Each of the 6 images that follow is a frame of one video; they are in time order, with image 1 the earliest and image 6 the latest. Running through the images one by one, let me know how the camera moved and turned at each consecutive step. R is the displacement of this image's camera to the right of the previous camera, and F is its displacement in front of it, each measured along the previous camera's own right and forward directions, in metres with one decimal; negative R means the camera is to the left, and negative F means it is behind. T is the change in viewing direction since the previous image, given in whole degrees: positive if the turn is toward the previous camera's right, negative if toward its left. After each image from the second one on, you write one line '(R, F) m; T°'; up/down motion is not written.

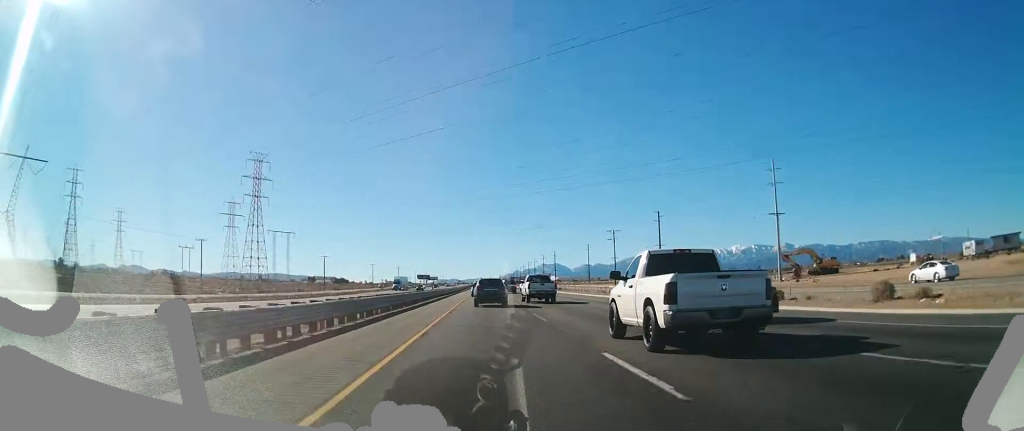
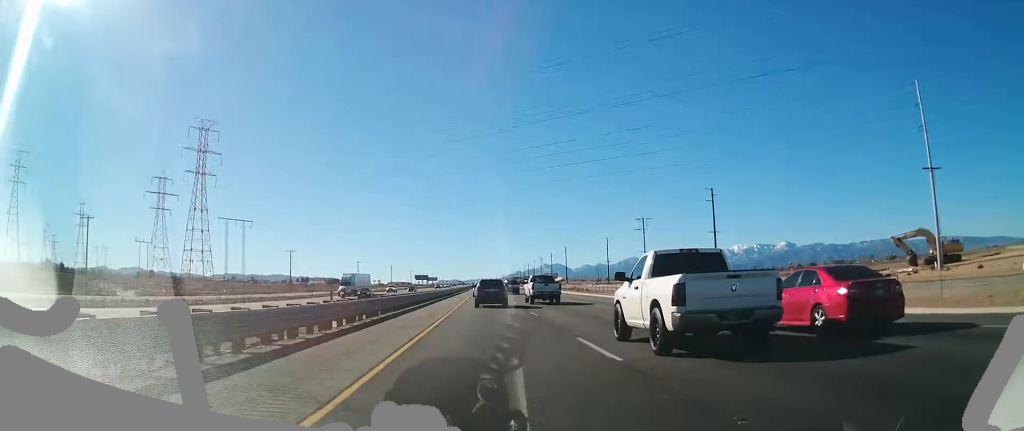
(-0.3, +40.6) m; 0°
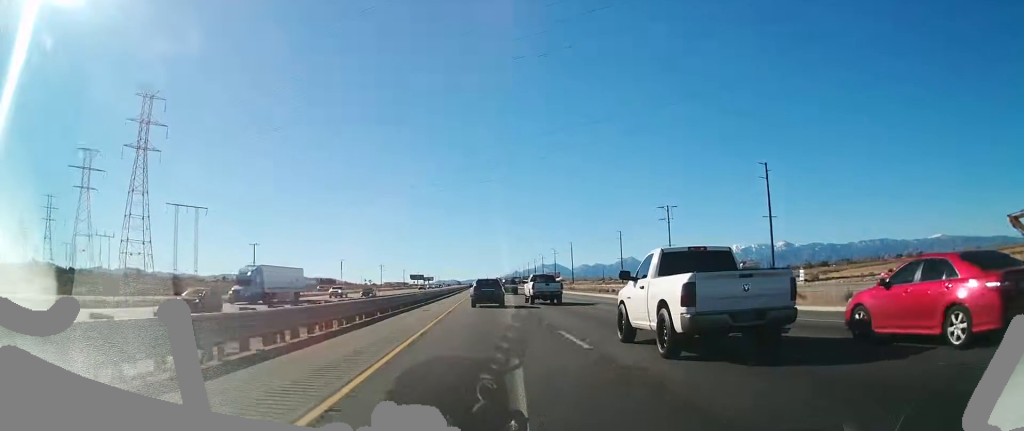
(0.0, +27.9) m; +1°
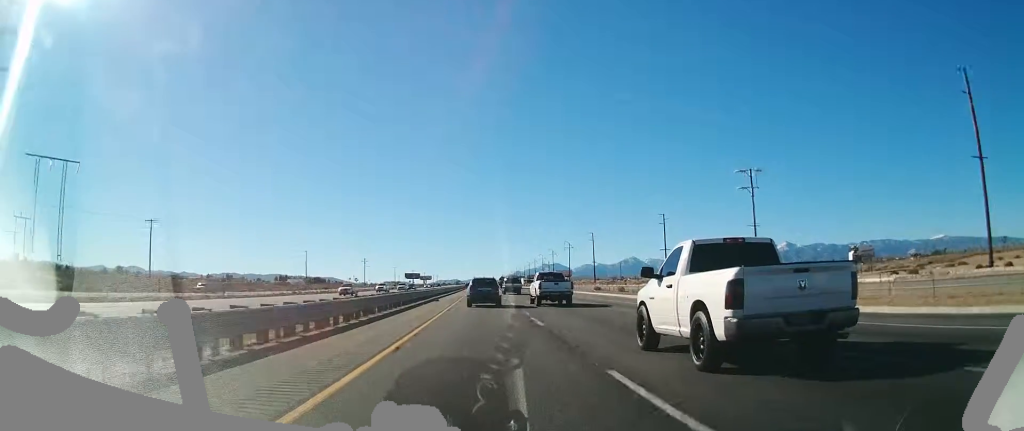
(+0.4, +51.2) m; 0°
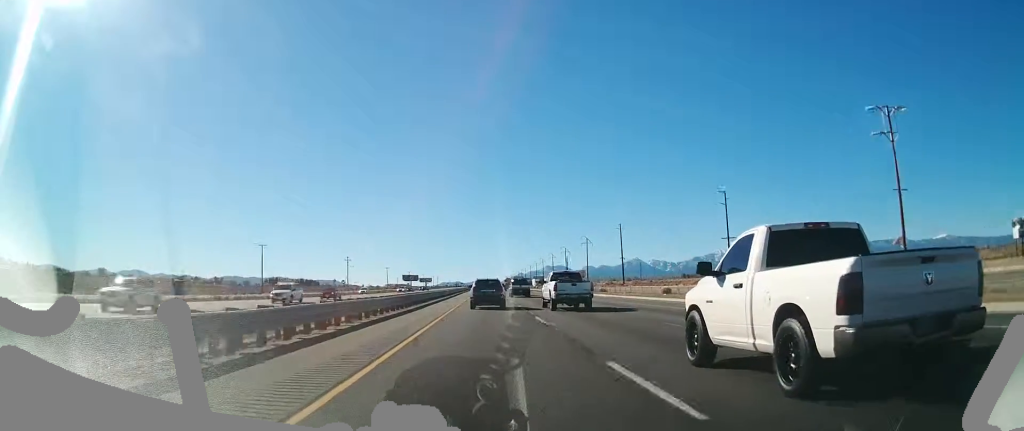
(-0.6, +42.2) m; -1°
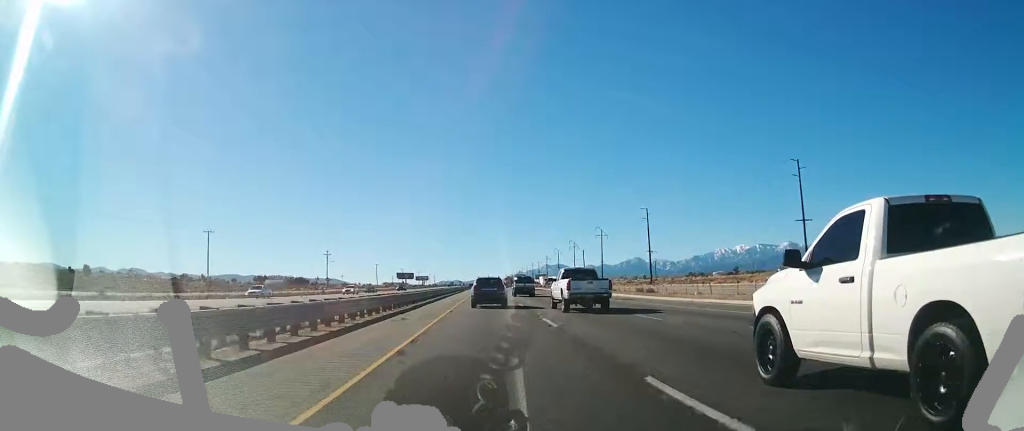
(+0.1, +31.9) m; +1°
